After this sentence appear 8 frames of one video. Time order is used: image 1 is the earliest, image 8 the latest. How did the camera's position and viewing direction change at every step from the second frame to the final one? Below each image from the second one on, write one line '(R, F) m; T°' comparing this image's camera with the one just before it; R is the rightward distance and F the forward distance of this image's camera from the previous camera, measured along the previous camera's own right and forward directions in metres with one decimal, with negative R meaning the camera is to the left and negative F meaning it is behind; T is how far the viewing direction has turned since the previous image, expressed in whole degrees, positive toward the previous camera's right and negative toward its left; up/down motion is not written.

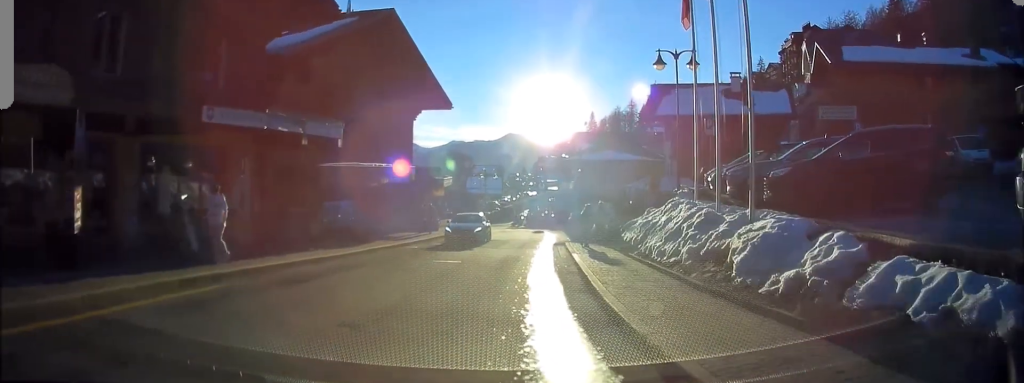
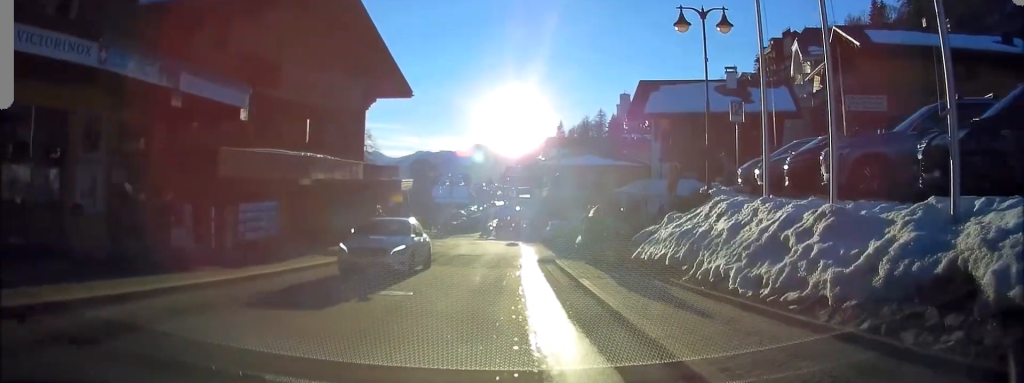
(+0.3, +5.3) m; -2°
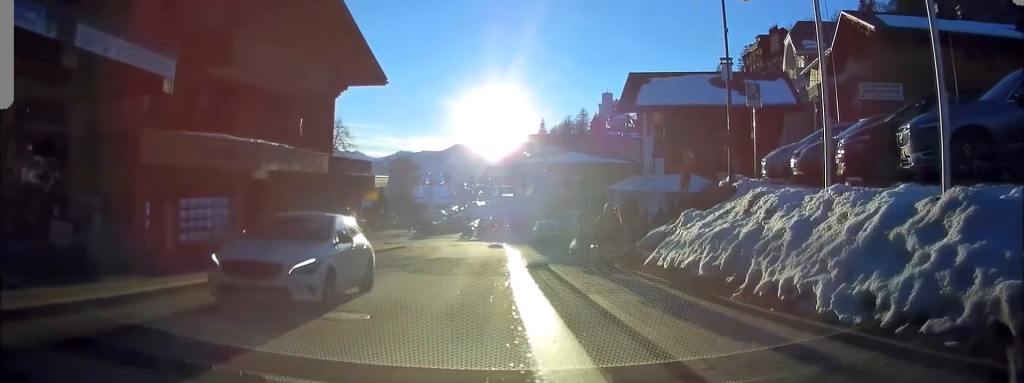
(+0.1, +2.4) m; -4°
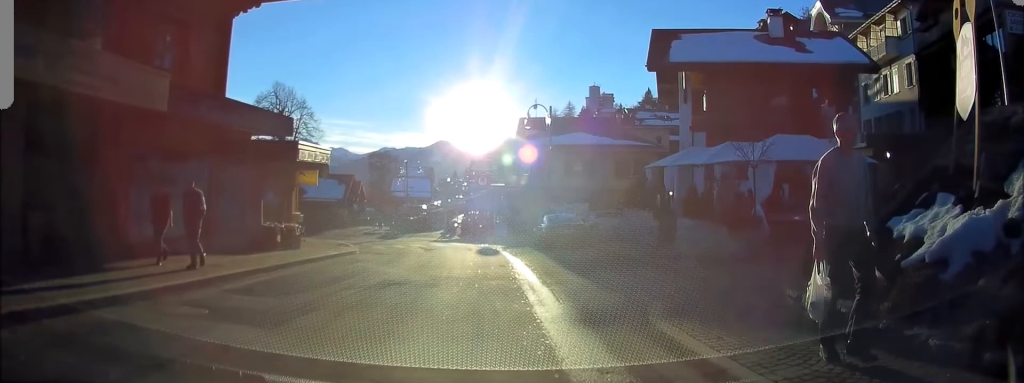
(-1.1, +10.6) m; -5°
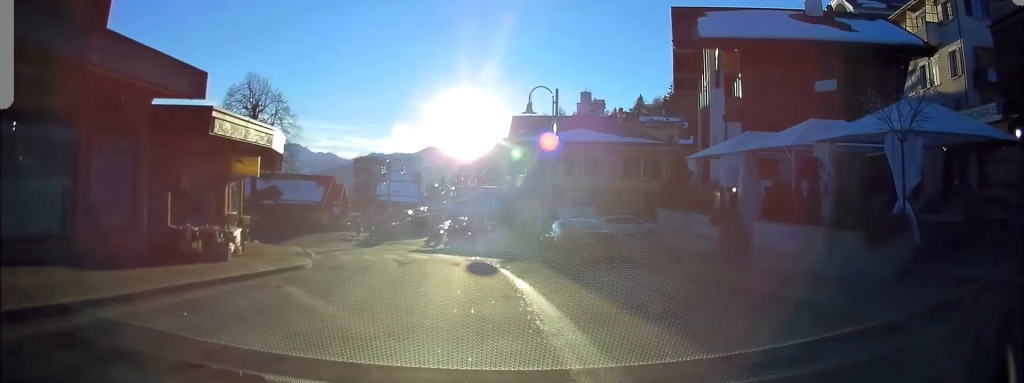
(+0.1, +5.7) m; -1°
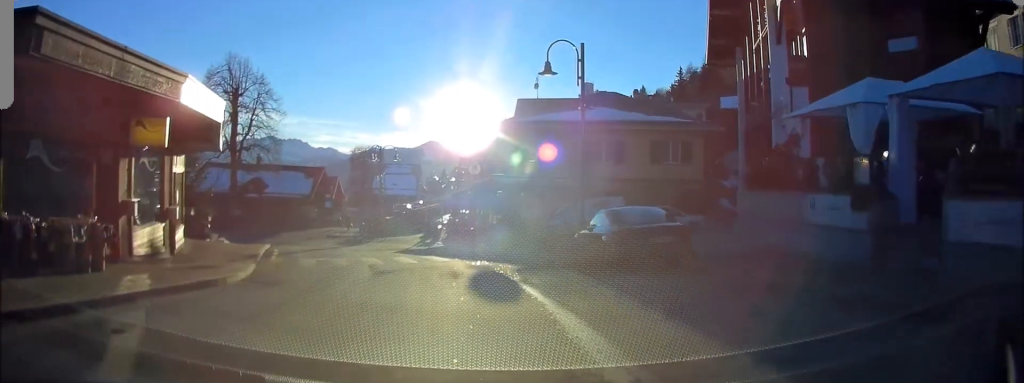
(-0.3, +6.2) m; -4°
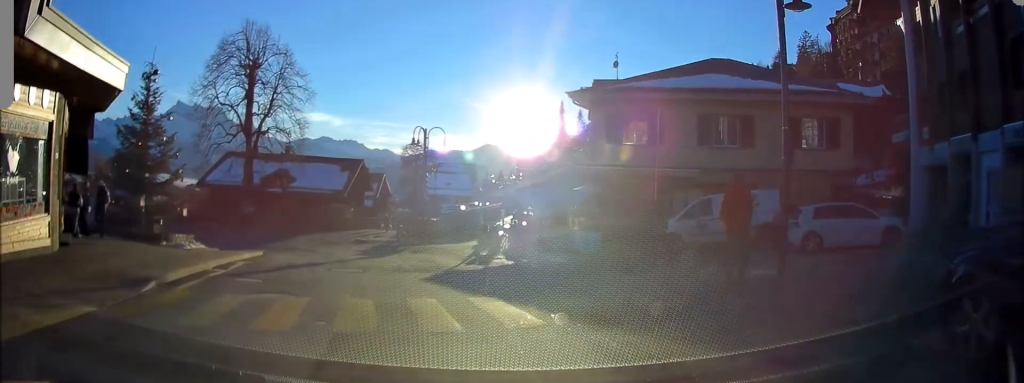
(-0.5, +11.4) m; -4°
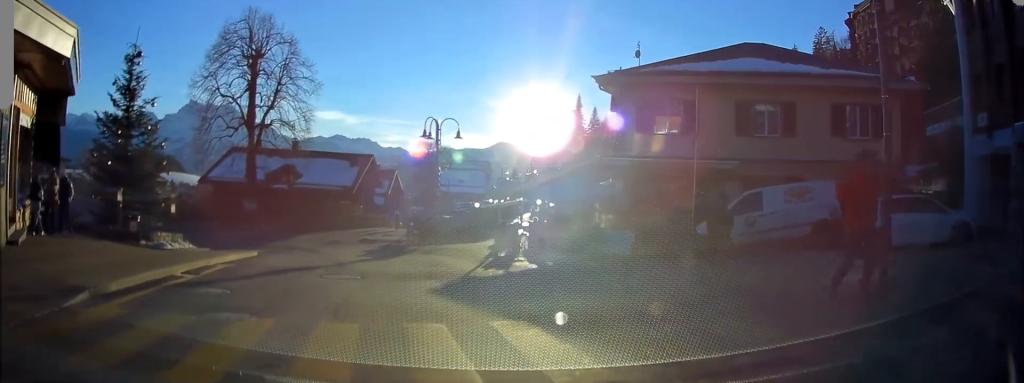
(0.0, +2.8) m; -2°
